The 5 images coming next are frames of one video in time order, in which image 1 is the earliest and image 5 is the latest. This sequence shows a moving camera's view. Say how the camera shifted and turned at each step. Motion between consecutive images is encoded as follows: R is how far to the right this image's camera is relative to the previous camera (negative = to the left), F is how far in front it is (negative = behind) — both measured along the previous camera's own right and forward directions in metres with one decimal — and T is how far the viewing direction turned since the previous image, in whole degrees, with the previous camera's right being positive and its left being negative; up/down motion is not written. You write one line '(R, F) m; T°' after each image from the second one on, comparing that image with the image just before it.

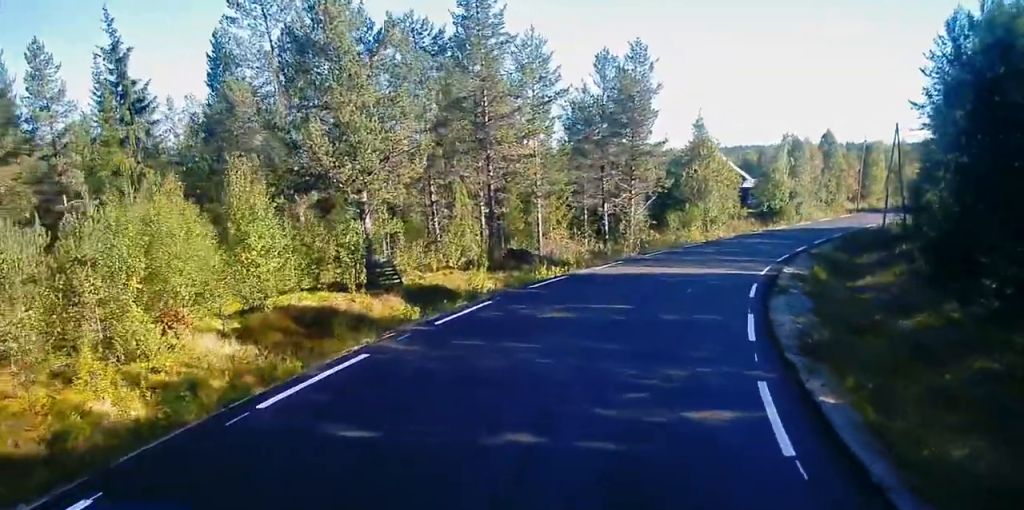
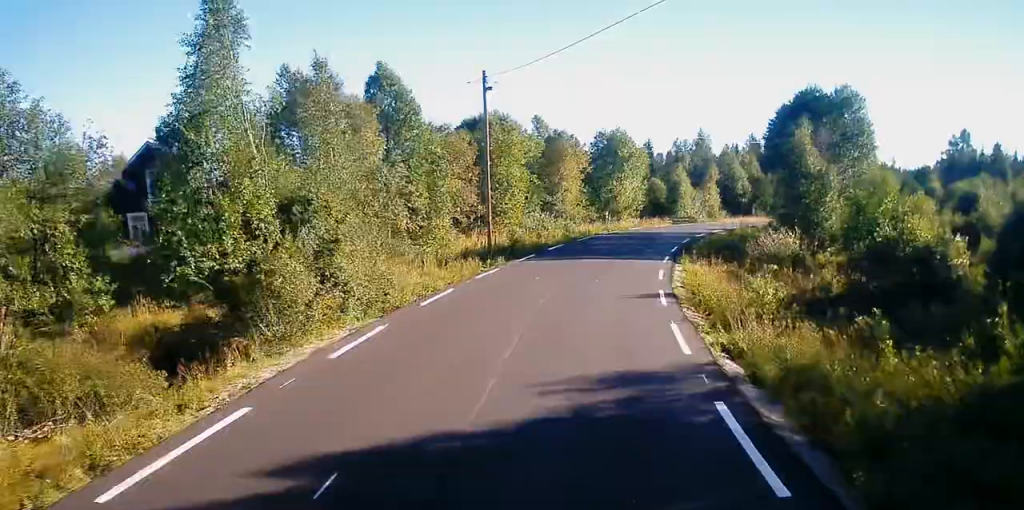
(+12.4, +45.0) m; +29°
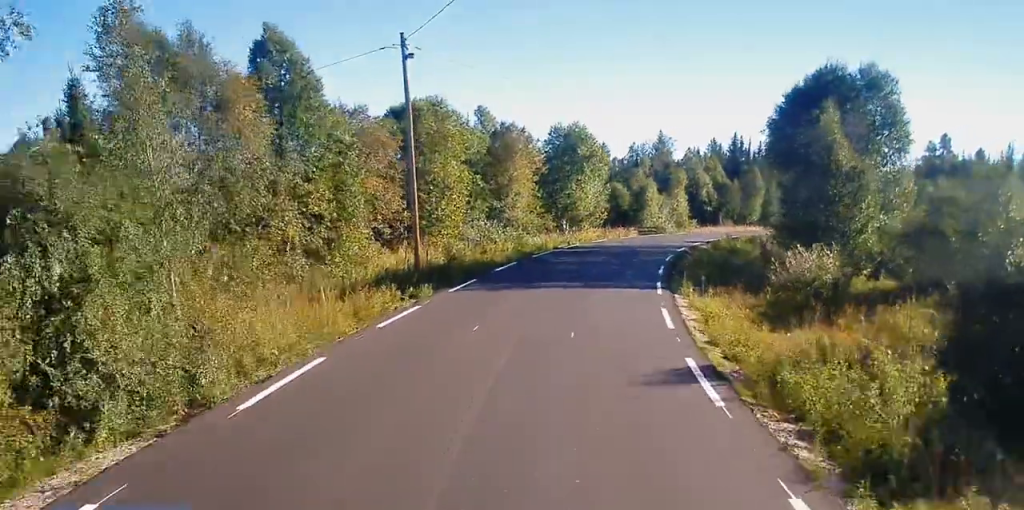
(+0.4, +8.6) m; +3°
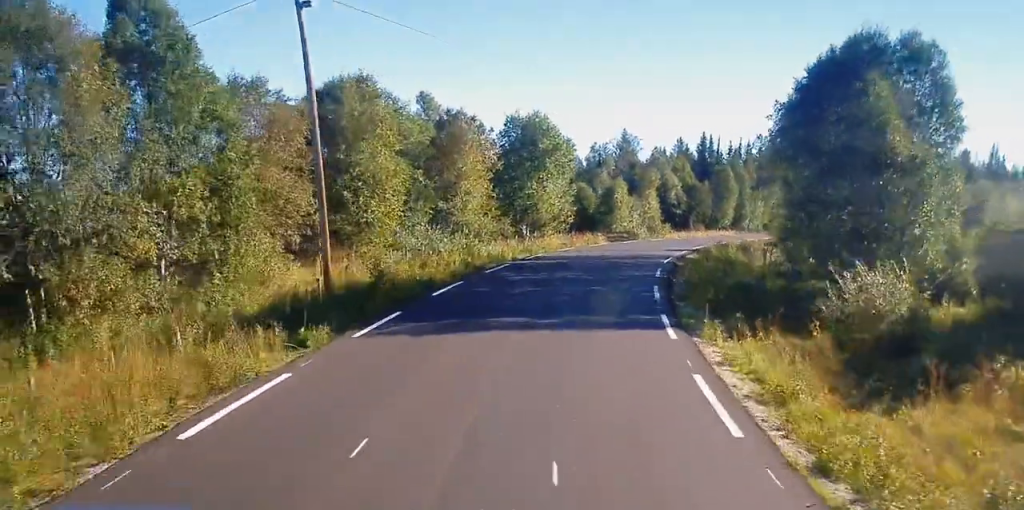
(+0.2, +7.0) m; +2°
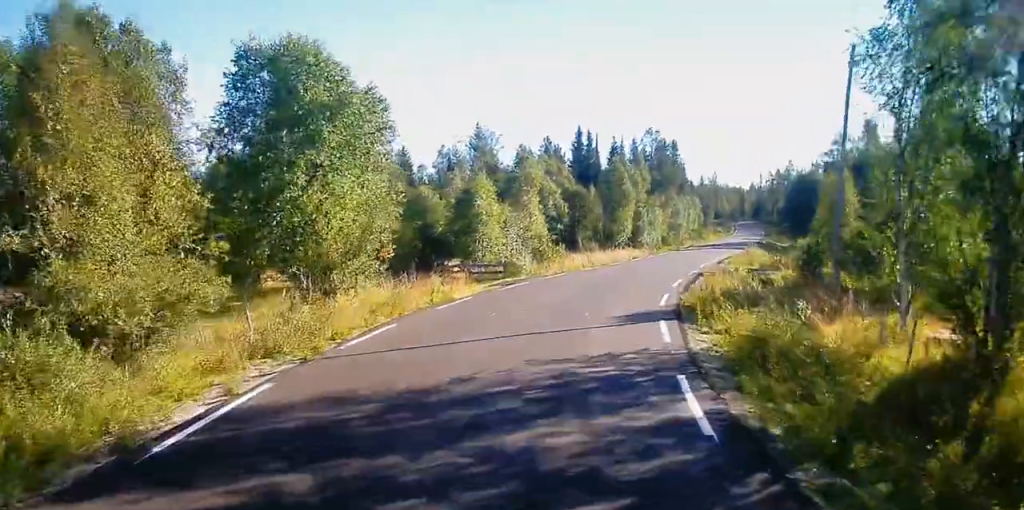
(+2.0, +23.5) m; +12°
